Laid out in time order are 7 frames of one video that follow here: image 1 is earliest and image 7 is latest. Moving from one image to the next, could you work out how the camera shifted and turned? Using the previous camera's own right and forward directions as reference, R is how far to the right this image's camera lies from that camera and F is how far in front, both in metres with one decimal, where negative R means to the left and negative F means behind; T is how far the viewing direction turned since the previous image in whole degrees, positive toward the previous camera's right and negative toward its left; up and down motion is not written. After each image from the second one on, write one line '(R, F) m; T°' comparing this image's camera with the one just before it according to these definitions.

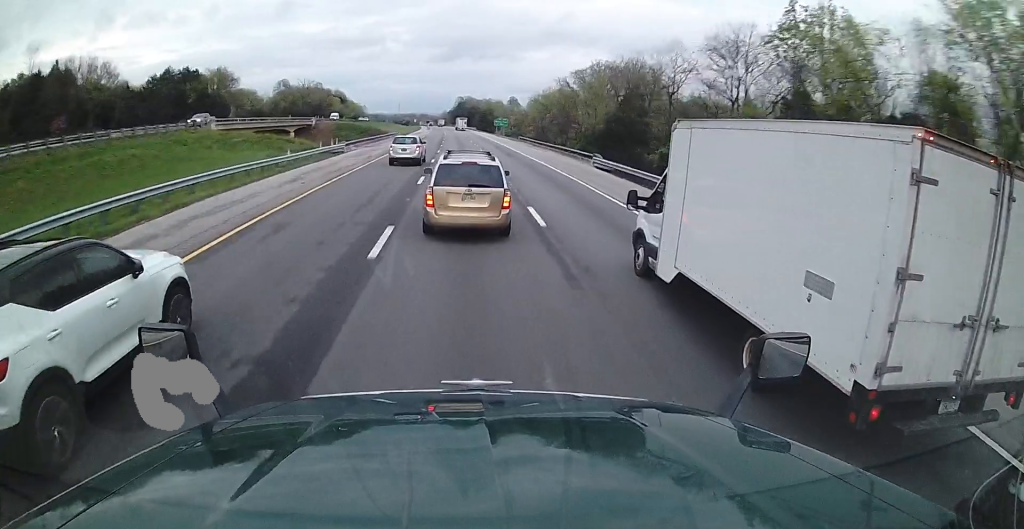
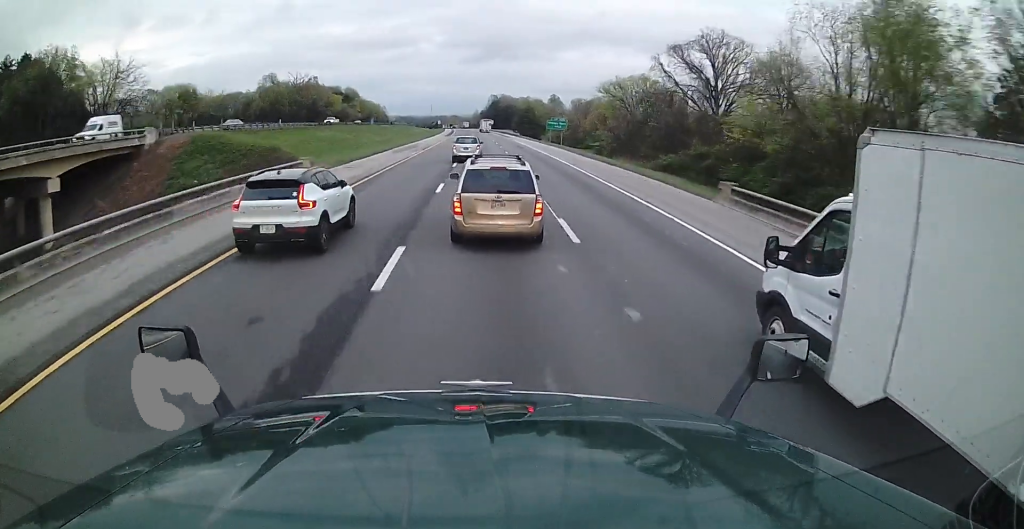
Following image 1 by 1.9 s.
(-1.5, +62.4) m; -2°
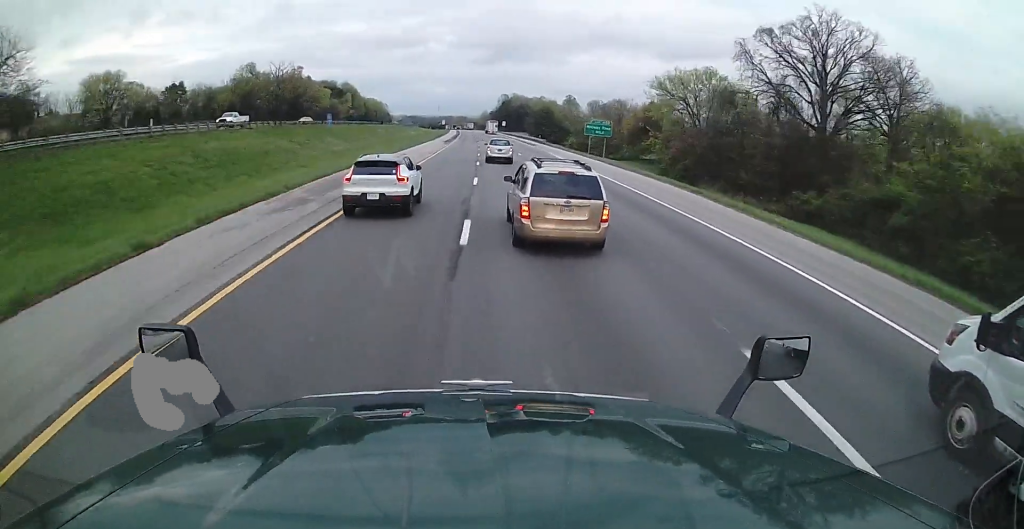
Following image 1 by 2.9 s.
(0.0, +32.7) m; 0°
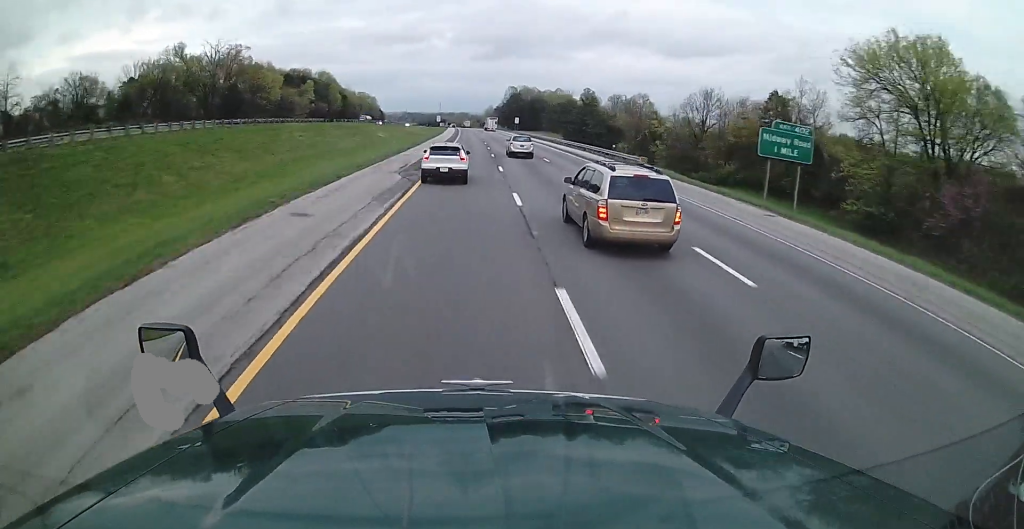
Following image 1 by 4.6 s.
(-0.5, +54.8) m; -1°
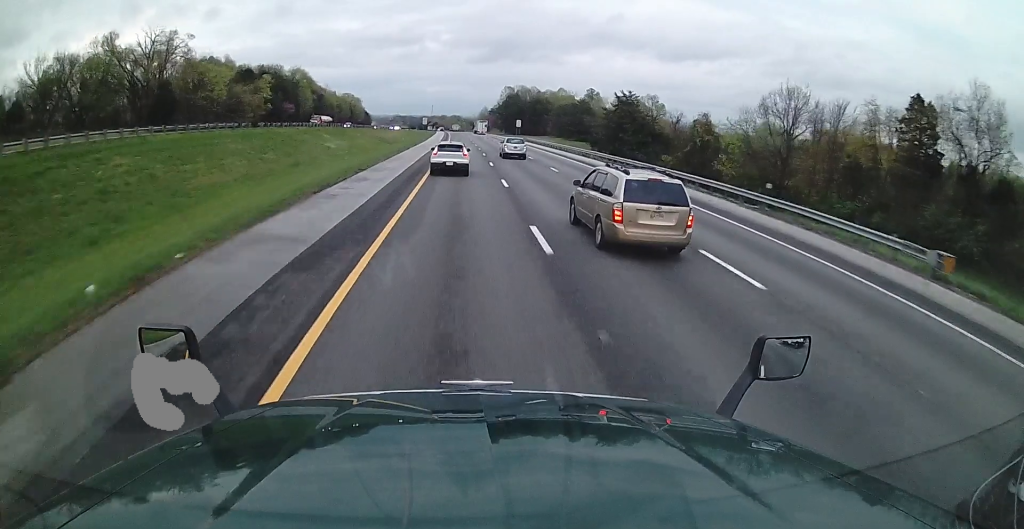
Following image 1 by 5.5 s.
(0.0, +31.0) m; 0°
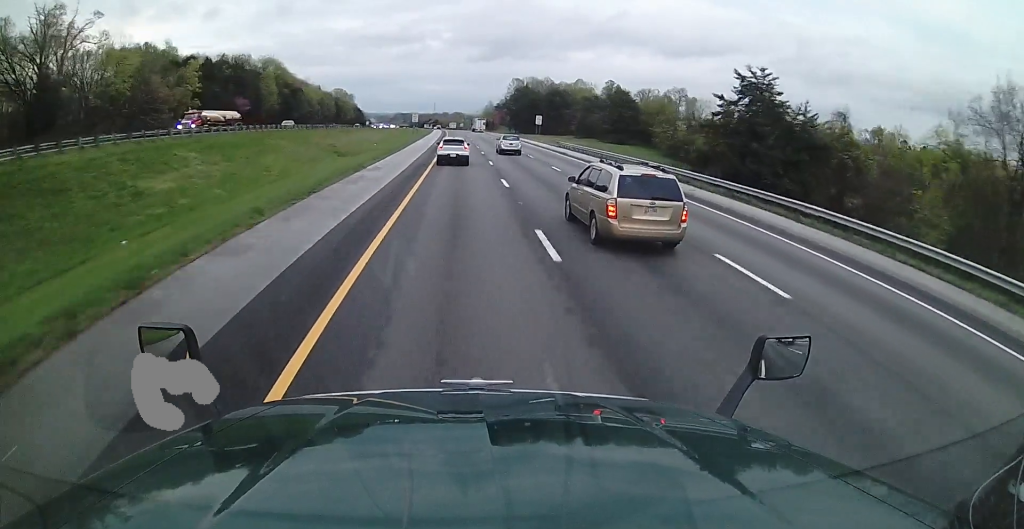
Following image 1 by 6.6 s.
(0.0, +37.8) m; 0°
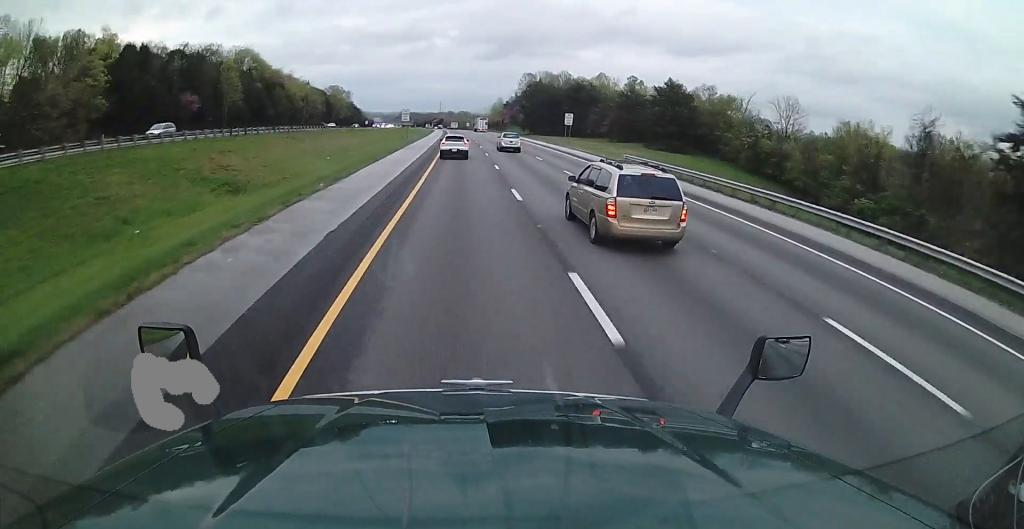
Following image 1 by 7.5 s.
(-0.1, +28.9) m; -1°
